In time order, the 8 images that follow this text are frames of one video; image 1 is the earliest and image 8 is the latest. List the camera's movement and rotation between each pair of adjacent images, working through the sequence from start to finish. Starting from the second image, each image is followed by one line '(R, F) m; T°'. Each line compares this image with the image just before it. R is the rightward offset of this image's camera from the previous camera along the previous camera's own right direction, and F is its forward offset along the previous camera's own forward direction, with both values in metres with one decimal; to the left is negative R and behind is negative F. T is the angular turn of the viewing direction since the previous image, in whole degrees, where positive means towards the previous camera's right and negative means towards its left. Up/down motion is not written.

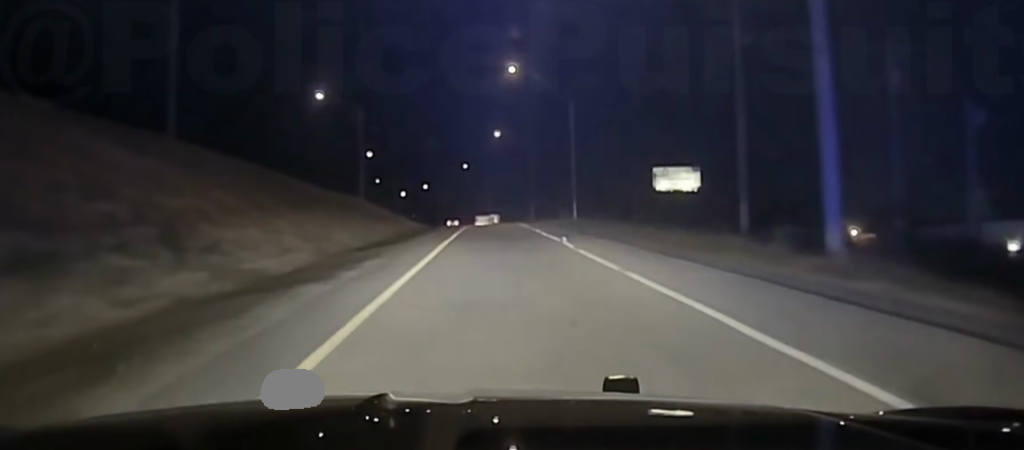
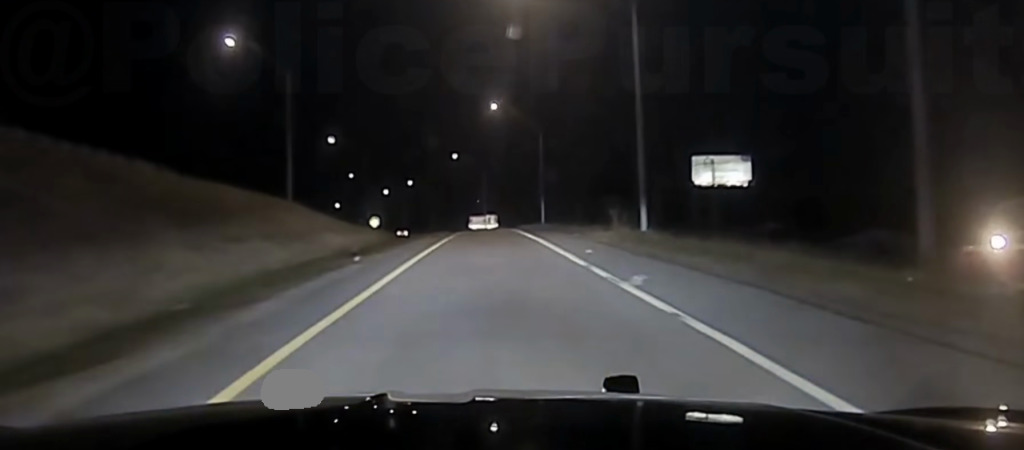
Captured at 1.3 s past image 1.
(-0.8, +40.9) m; -1°
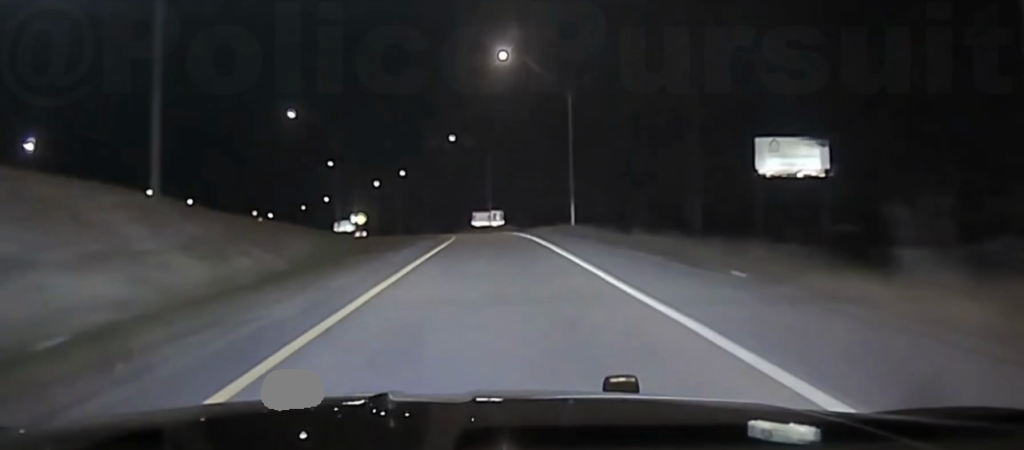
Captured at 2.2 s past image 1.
(+0.2, +33.3) m; 0°
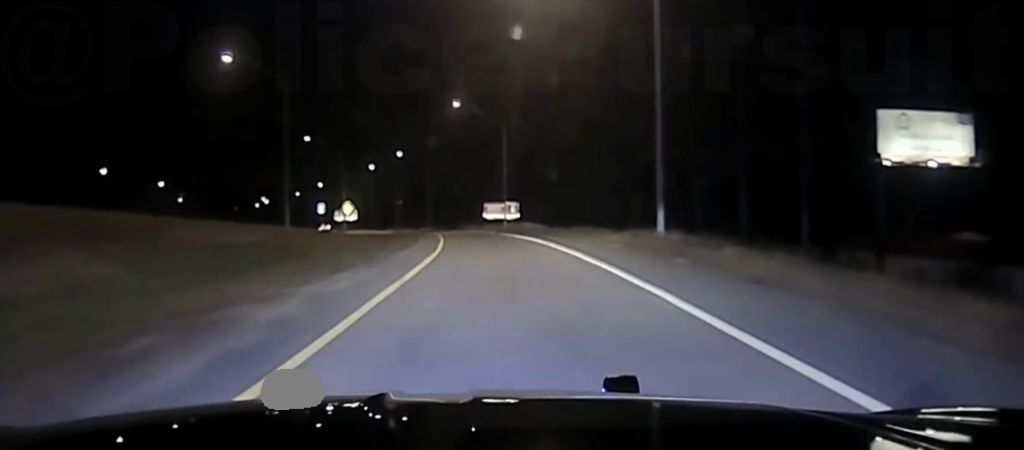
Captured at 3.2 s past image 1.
(+0.1, +33.8) m; -1°
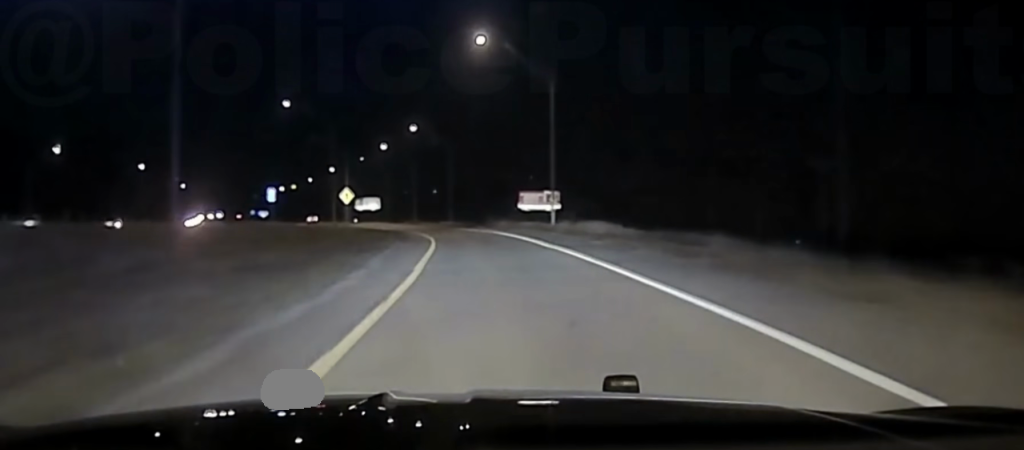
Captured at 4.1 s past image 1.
(-0.7, +34.4) m; -3°
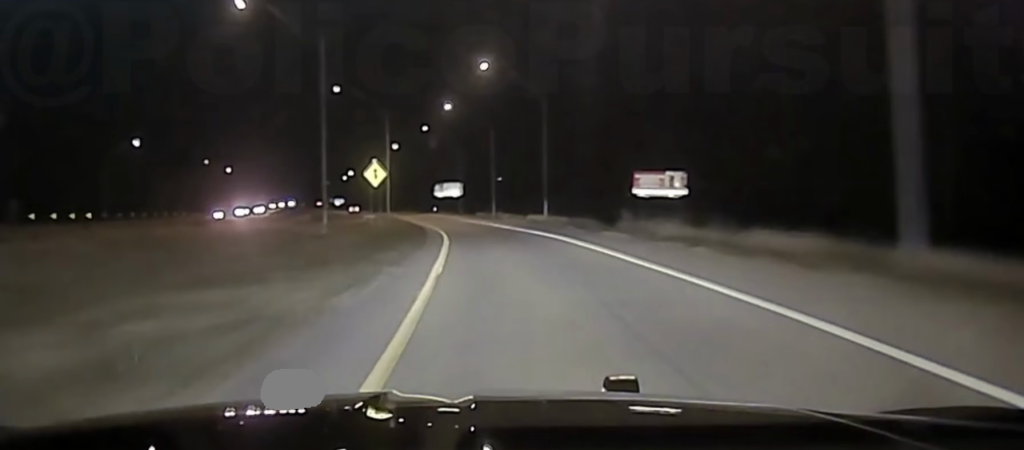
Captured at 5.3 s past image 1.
(-1.9, +48.0) m; -5°
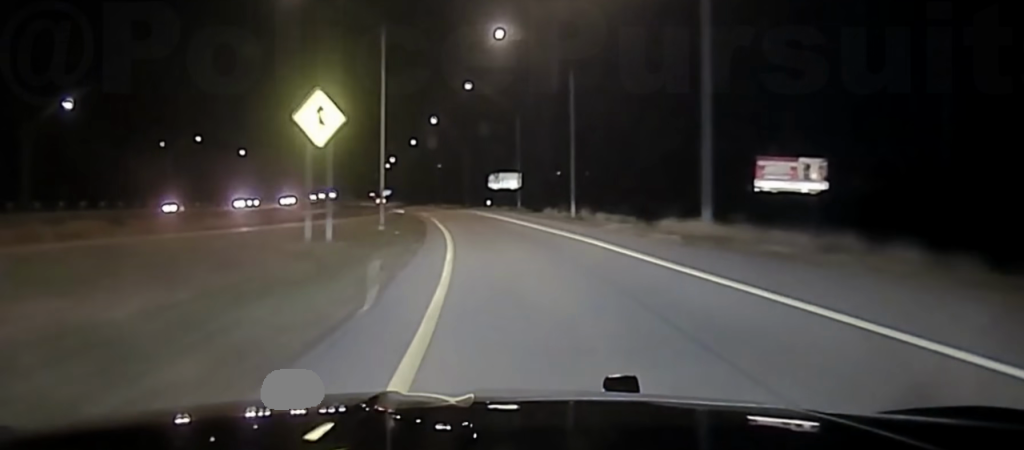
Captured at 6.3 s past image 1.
(-1.7, +44.7) m; -5°
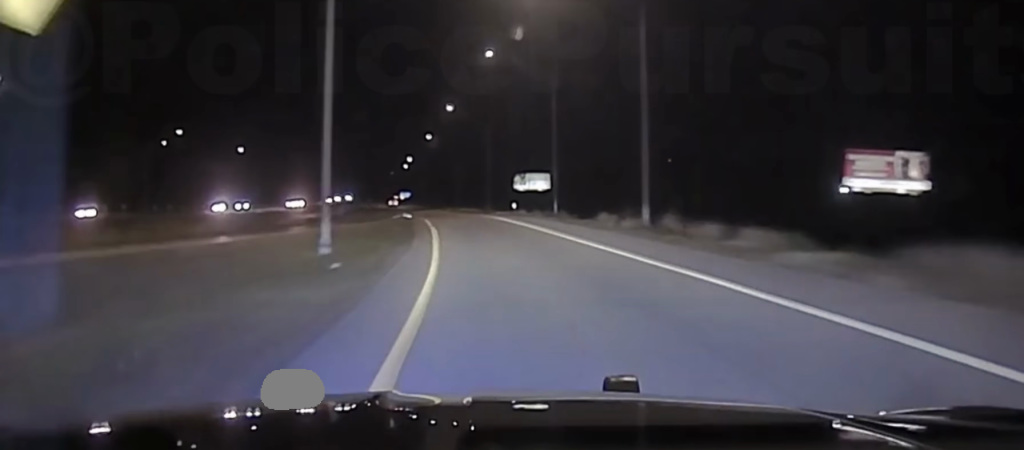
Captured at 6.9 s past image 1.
(-0.6, +23.3) m; -2°
